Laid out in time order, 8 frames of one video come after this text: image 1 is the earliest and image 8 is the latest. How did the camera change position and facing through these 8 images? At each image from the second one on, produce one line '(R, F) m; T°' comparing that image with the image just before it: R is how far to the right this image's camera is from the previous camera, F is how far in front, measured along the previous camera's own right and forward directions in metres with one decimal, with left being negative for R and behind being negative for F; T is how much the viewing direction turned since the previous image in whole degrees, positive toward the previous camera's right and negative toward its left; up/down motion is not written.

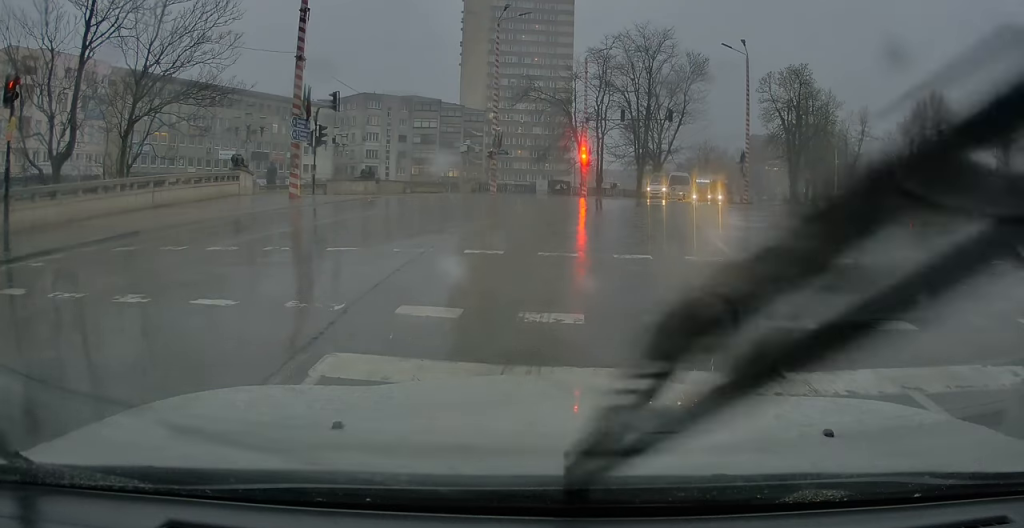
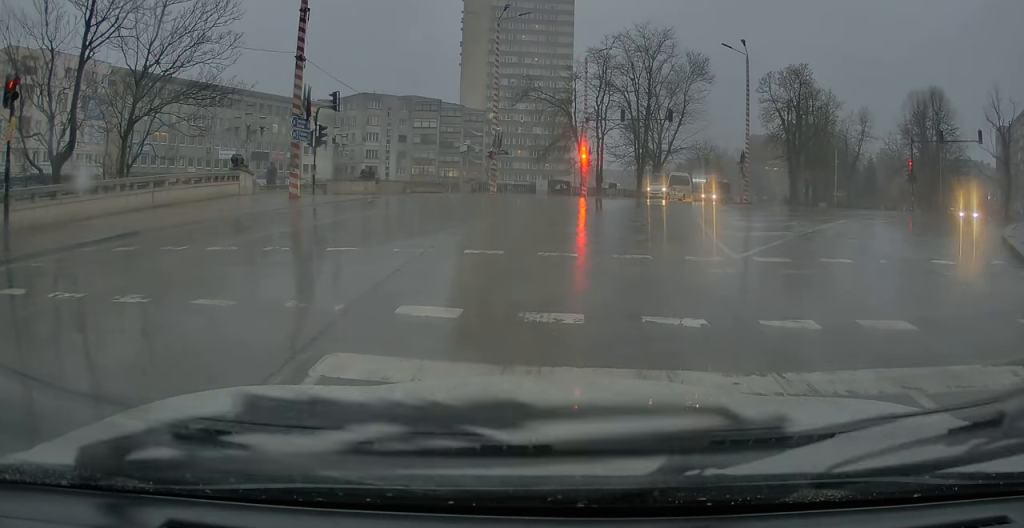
(0.0, 0.0) m; 0°
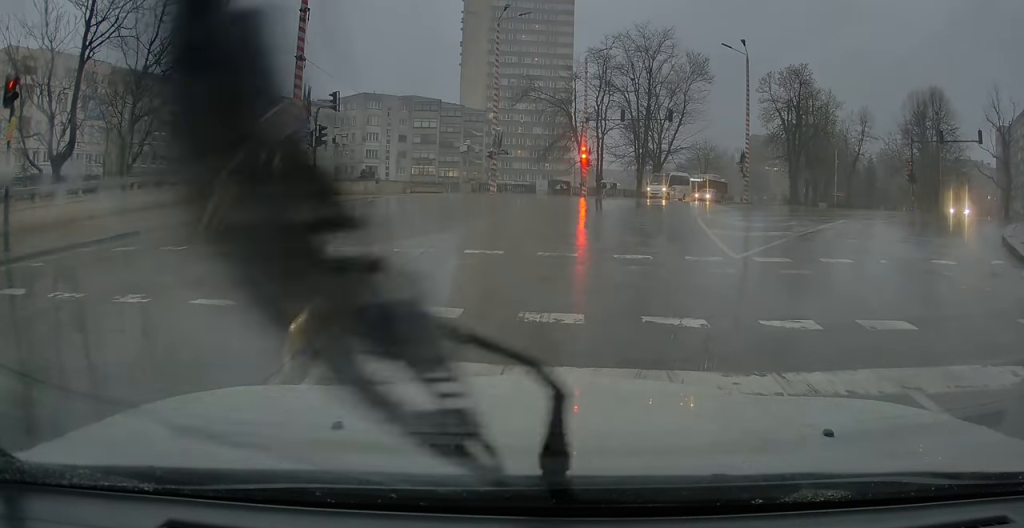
(0.0, 0.0) m; 0°
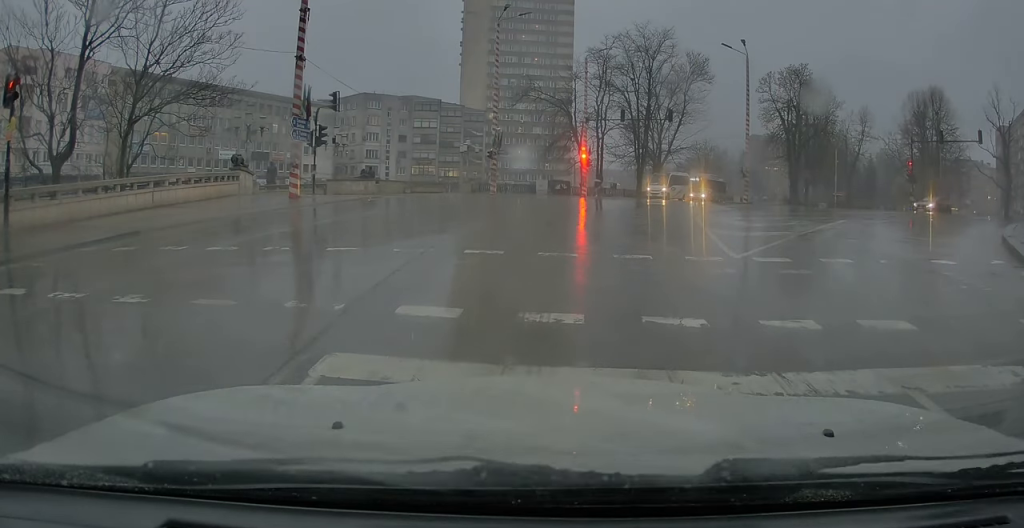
(0.0, 0.0) m; 0°
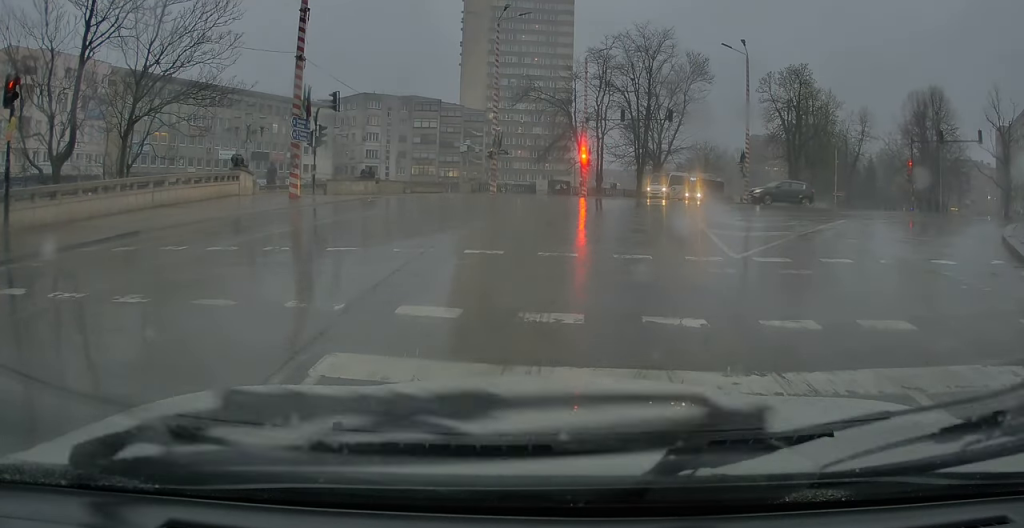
(0.0, 0.0) m; 0°
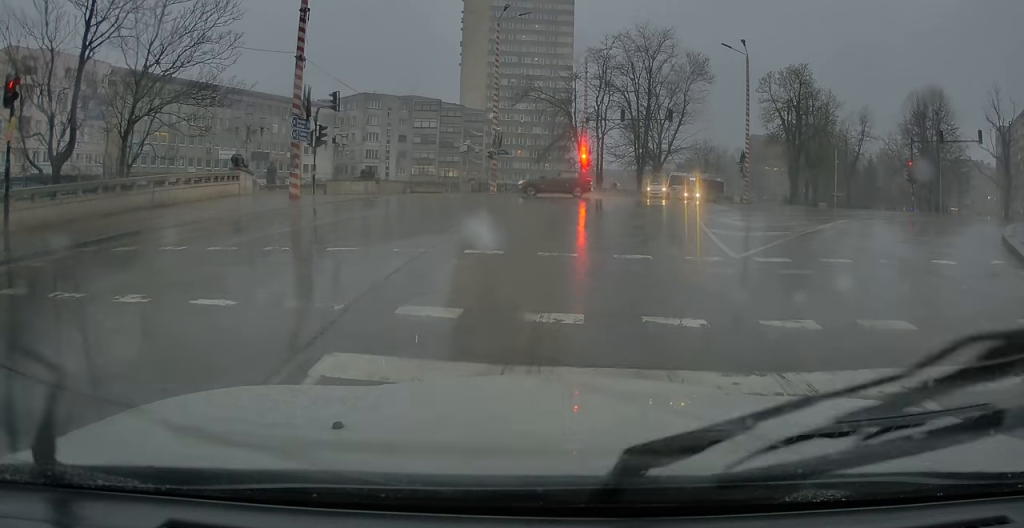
(0.0, 0.0) m; 0°
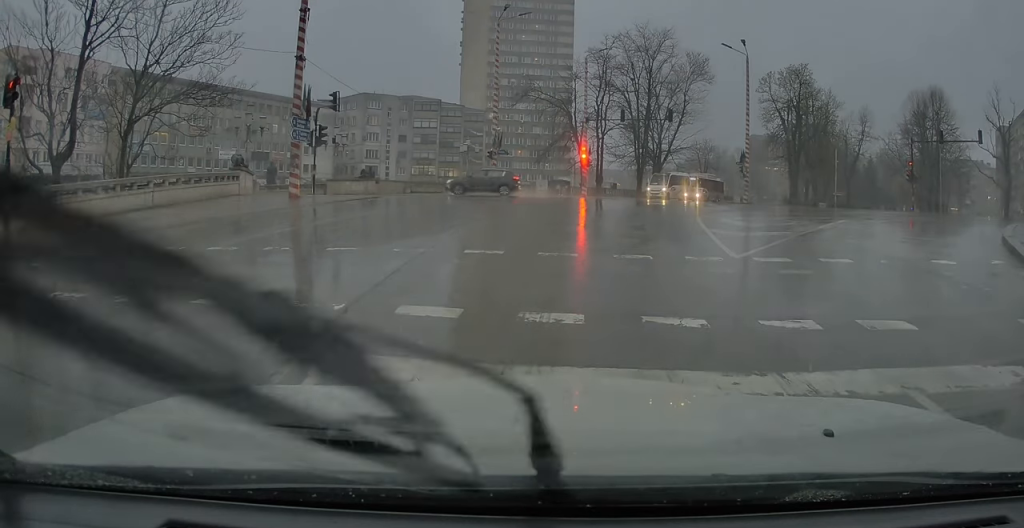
(0.0, 0.0) m; 0°
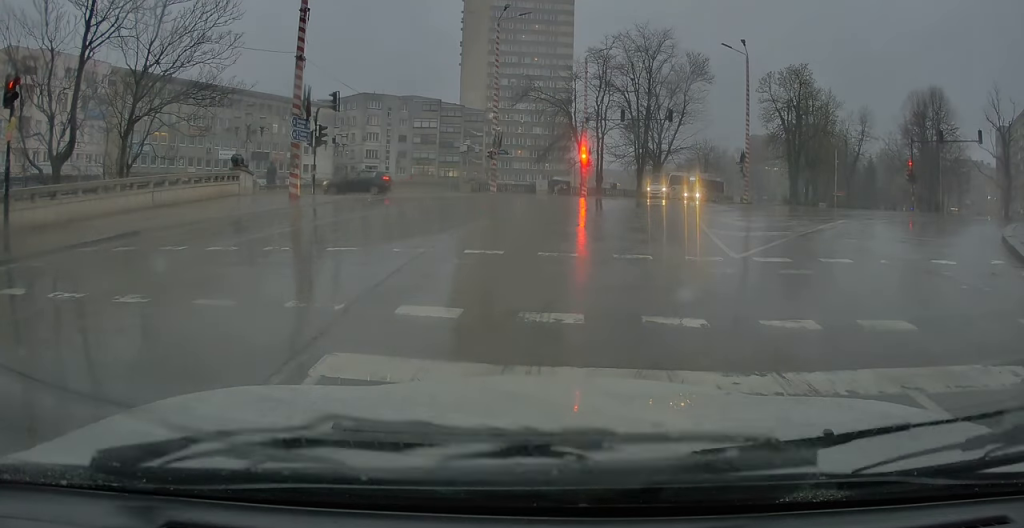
(0.0, 0.0) m; 0°
